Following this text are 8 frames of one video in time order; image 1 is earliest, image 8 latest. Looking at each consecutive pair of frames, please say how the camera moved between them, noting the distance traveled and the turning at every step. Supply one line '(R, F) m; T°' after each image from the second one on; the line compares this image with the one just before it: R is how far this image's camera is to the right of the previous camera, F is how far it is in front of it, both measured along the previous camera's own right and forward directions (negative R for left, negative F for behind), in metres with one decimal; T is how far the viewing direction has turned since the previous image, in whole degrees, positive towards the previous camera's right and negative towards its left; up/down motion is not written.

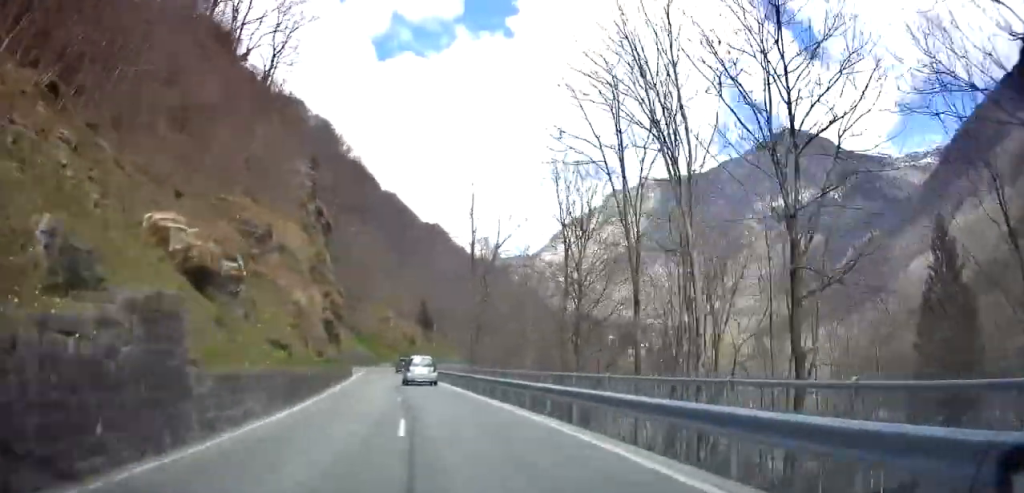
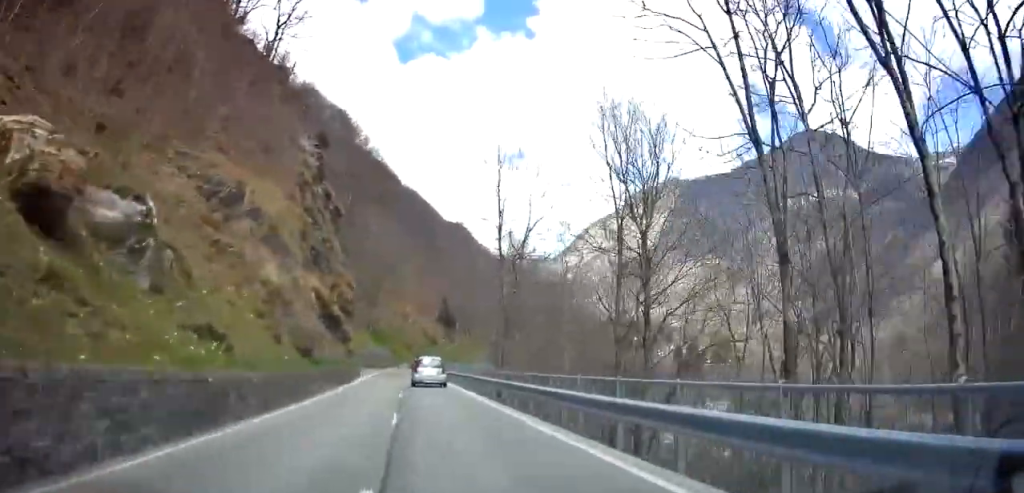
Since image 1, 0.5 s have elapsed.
(-0.2, +7.5) m; -2°
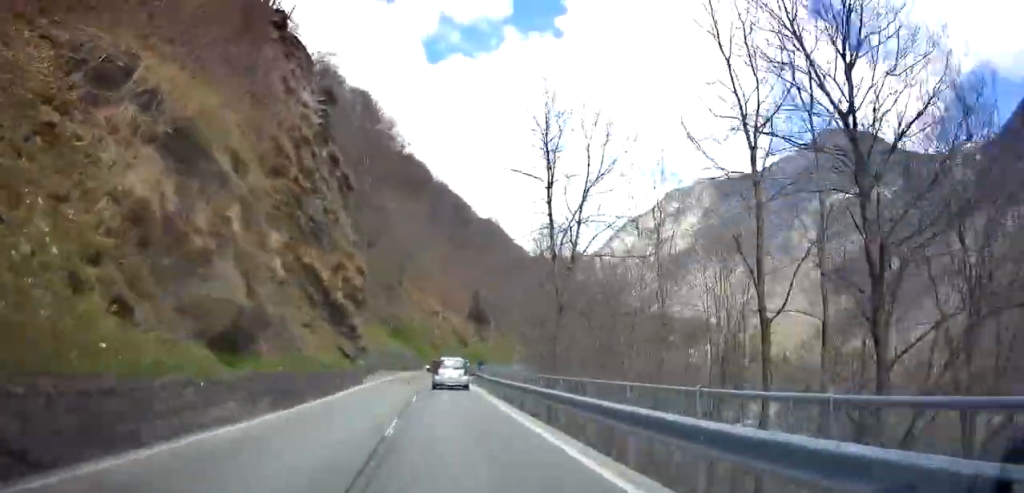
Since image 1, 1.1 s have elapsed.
(-0.3, +10.8) m; -2°
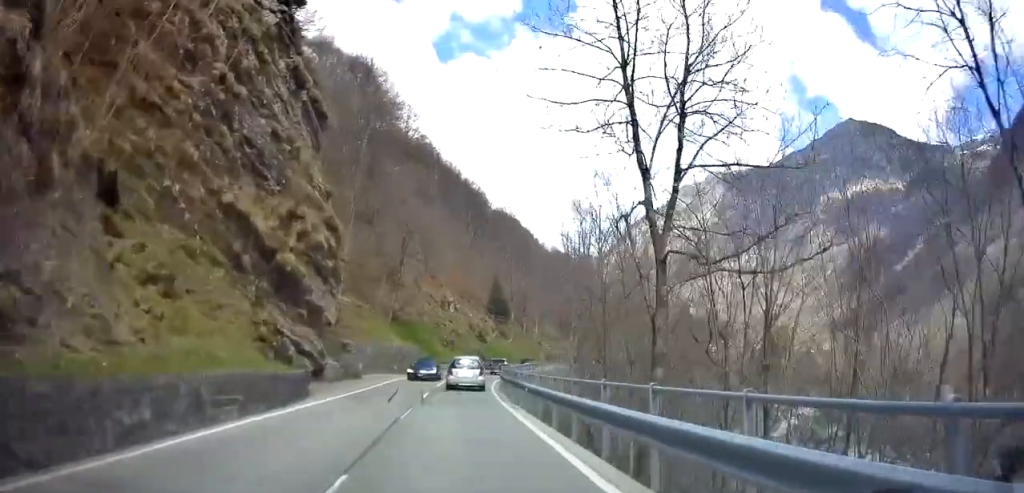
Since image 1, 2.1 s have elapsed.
(-0.2, +15.8) m; -1°
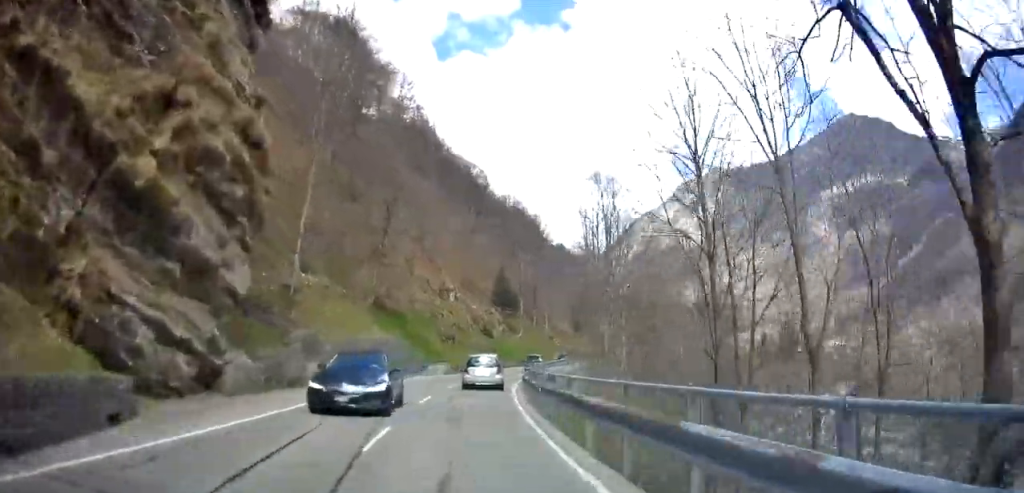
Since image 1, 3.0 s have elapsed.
(0.0, +14.0) m; +1°
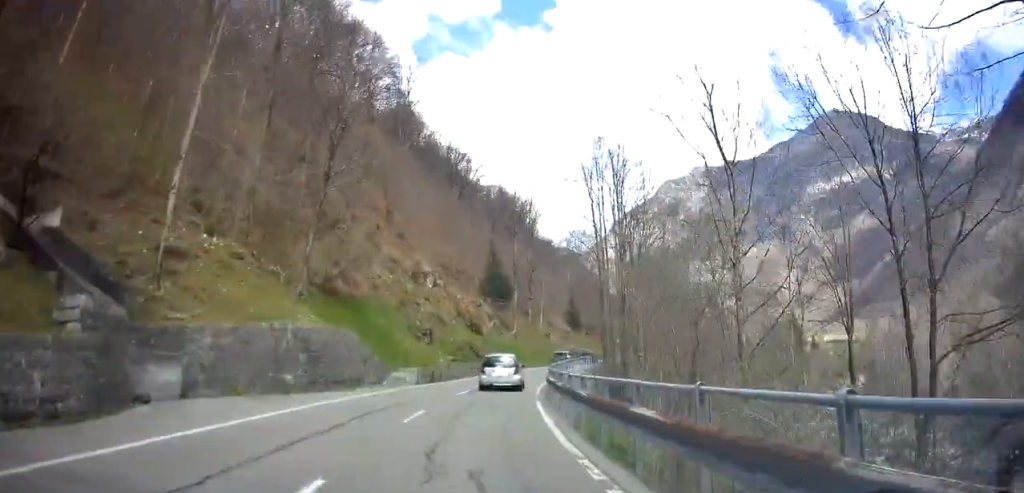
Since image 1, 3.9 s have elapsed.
(+0.1, +14.8) m; +3°
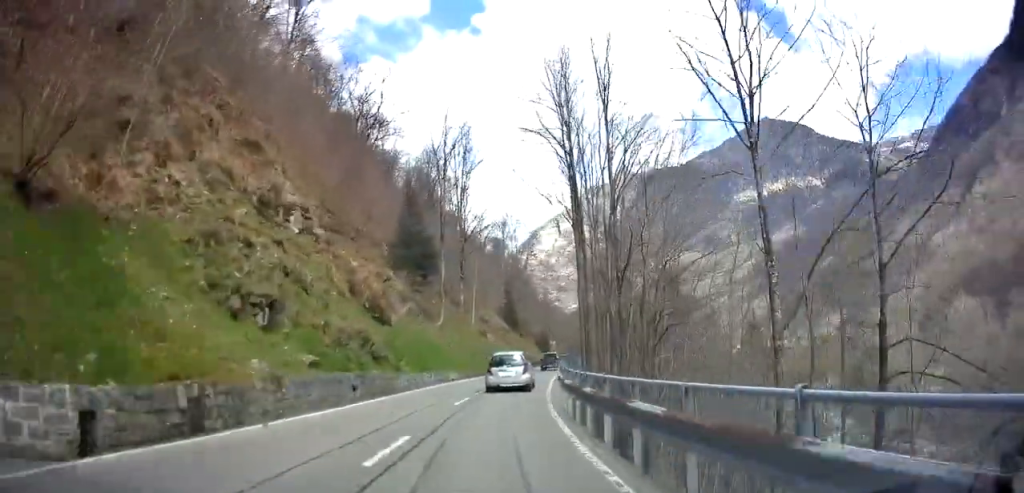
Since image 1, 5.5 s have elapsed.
(-0.5, +23.8) m; 0°
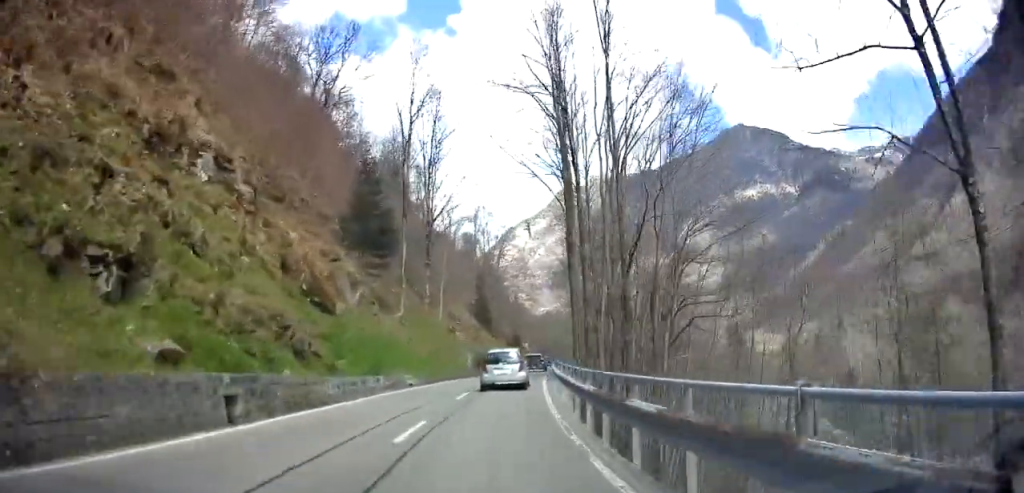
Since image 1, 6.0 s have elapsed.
(+0.2, +8.4) m; +4°
